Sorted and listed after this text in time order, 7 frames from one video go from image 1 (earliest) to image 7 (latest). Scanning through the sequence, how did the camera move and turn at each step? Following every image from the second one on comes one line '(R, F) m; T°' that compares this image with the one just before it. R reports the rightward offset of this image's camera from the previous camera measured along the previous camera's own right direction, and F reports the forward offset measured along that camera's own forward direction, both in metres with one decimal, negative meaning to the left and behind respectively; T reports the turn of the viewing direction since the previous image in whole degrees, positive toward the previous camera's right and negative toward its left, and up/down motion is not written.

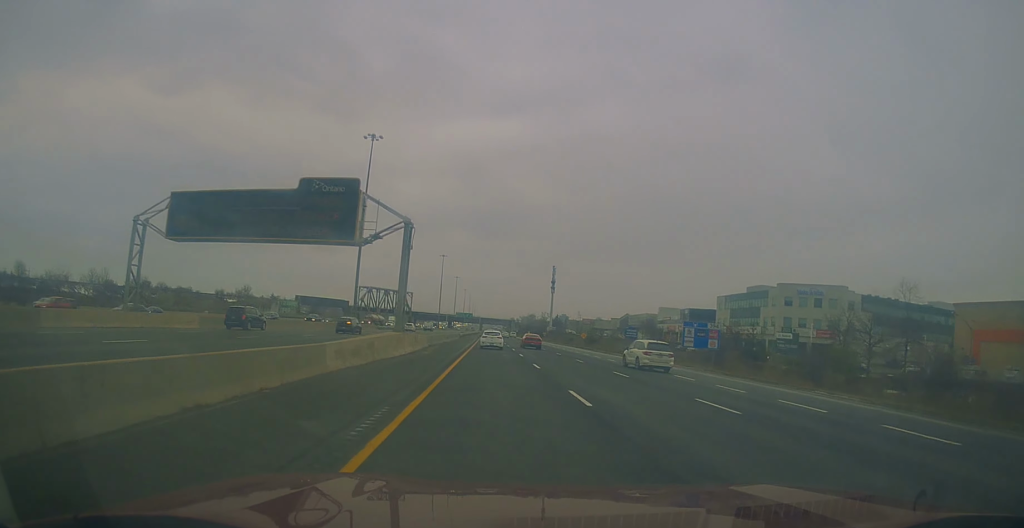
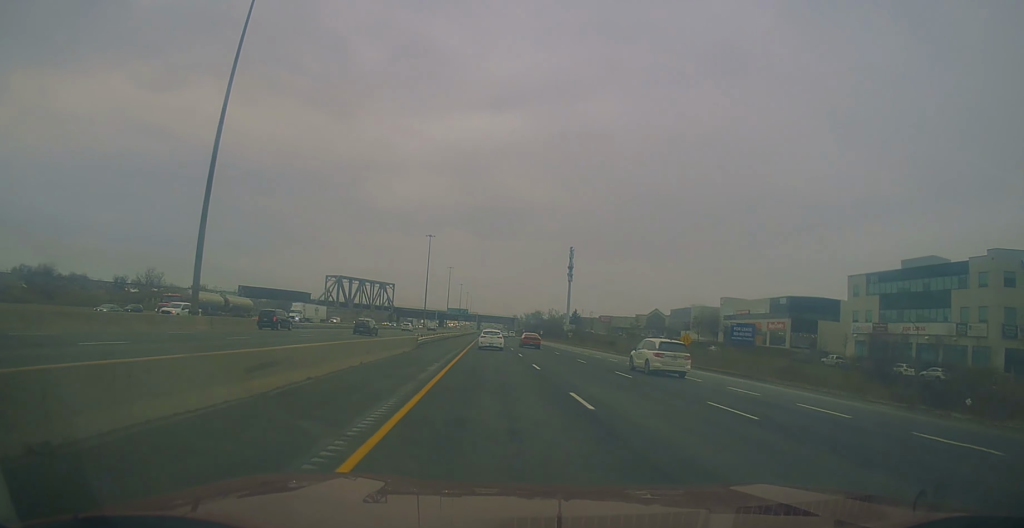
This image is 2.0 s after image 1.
(-0.8, +63.0) m; -1°
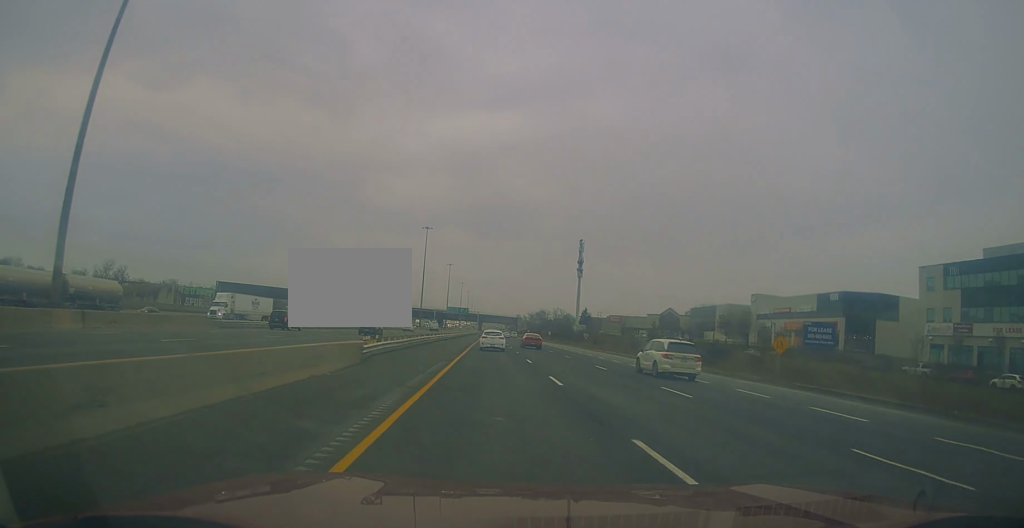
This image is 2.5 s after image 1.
(+0.2, +17.3) m; 0°
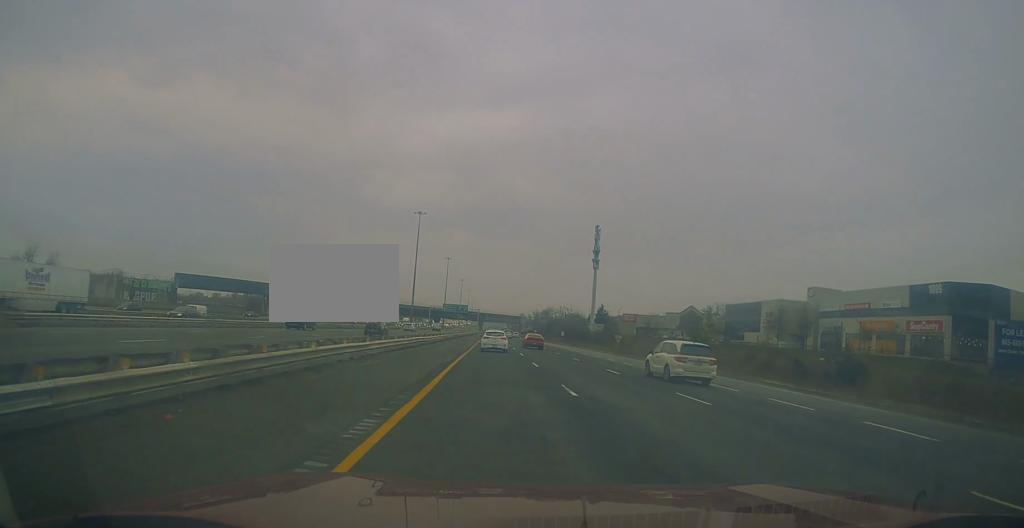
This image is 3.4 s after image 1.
(+0.2, +29.3) m; 0°
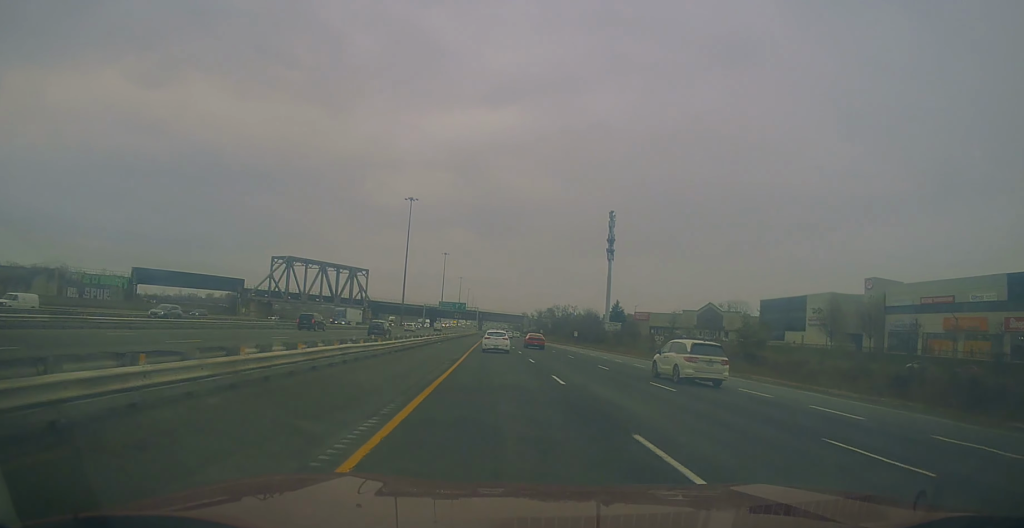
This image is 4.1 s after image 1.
(-0.1, +21.9) m; 0°
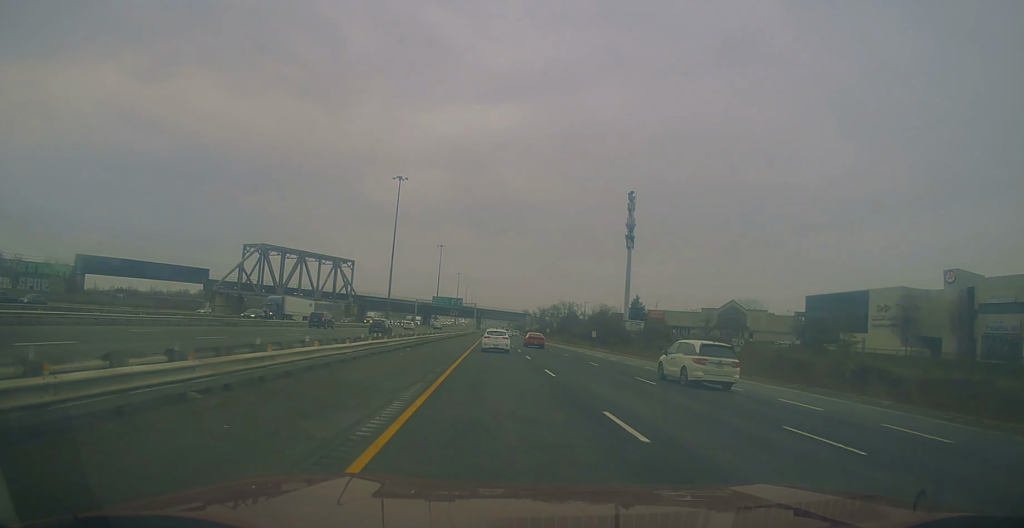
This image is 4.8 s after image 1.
(+0.1, +23.6) m; 0°
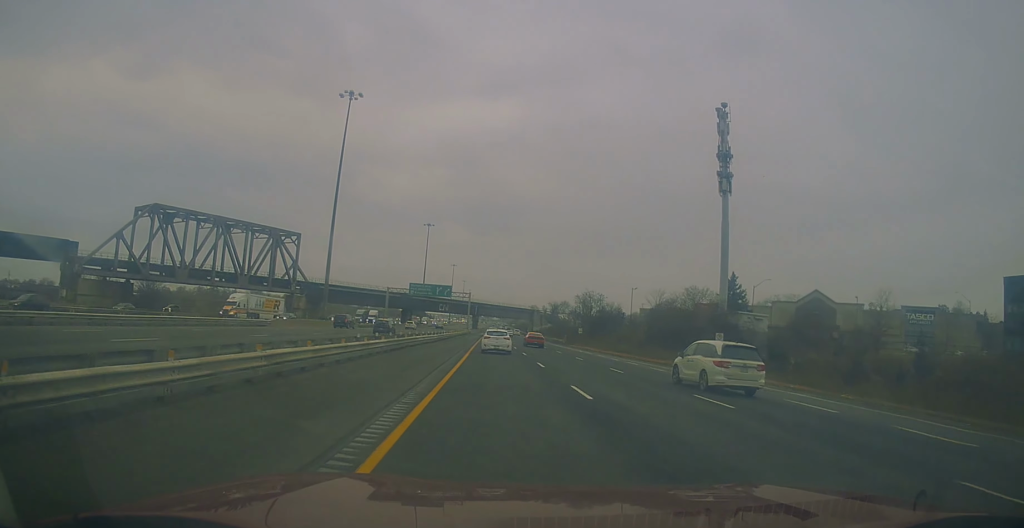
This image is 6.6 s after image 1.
(-0.3, +51.5) m; -1°
